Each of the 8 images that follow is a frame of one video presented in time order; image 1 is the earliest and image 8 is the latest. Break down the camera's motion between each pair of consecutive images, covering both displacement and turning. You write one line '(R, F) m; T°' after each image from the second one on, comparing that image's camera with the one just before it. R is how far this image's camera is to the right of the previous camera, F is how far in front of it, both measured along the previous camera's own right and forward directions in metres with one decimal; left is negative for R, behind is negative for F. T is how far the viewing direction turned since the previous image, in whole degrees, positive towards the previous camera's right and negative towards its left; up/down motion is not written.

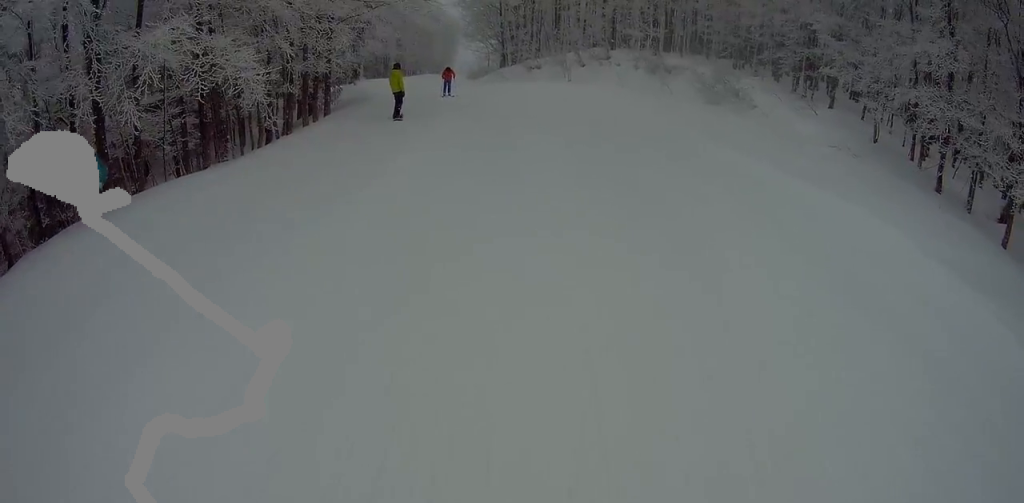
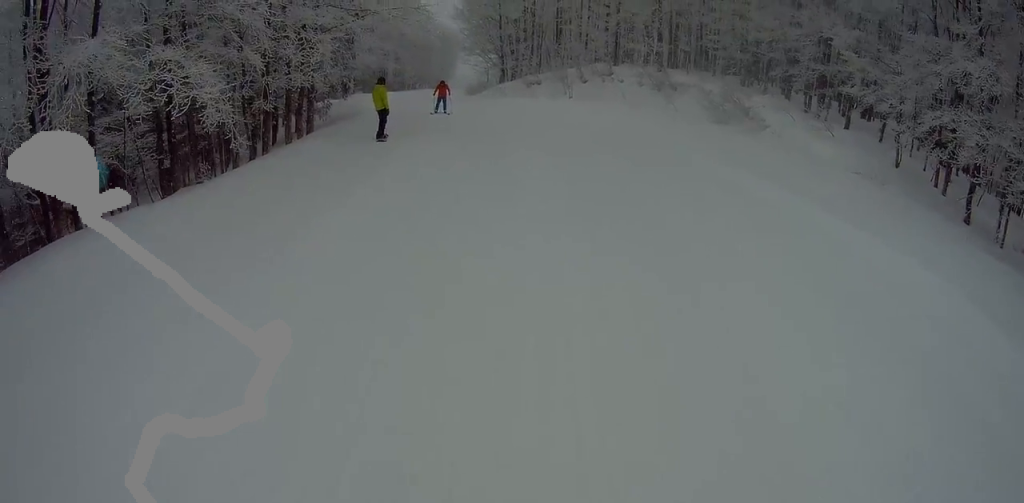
(0.0, +1.4) m; 0°
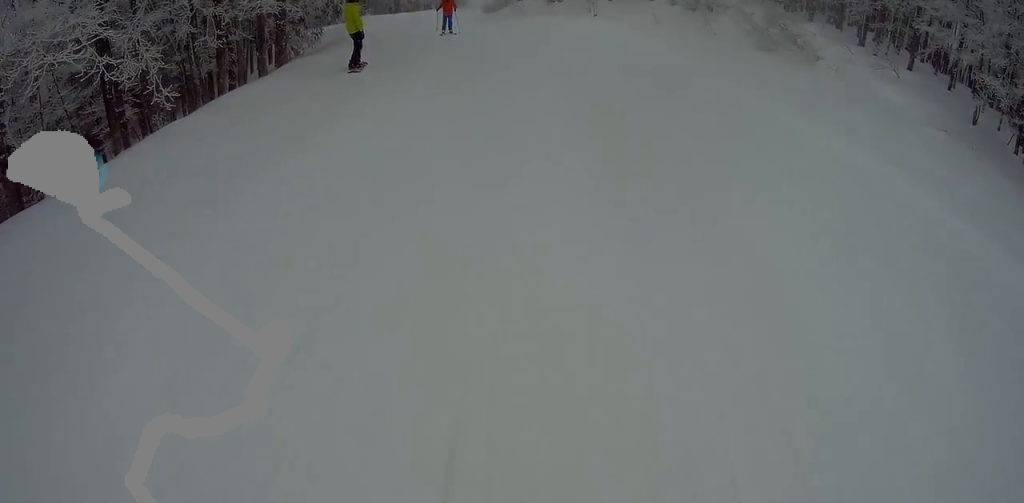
(0.0, +2.7) m; 0°
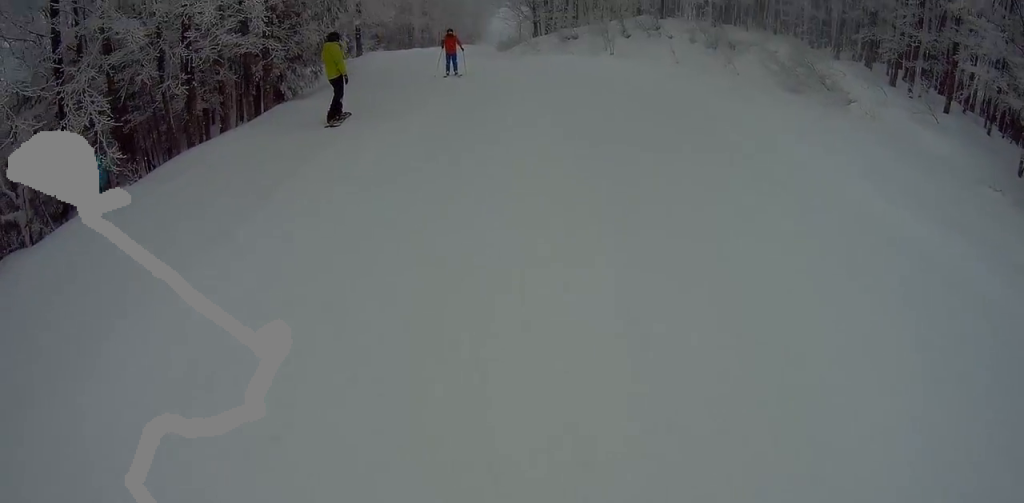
(0.0, +1.8) m; 0°
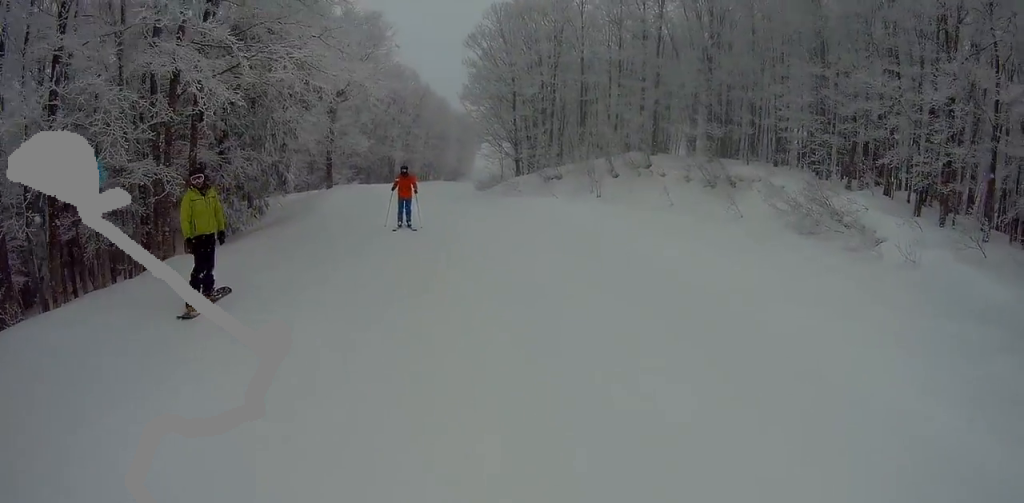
(0.0, +4.4) m; 0°
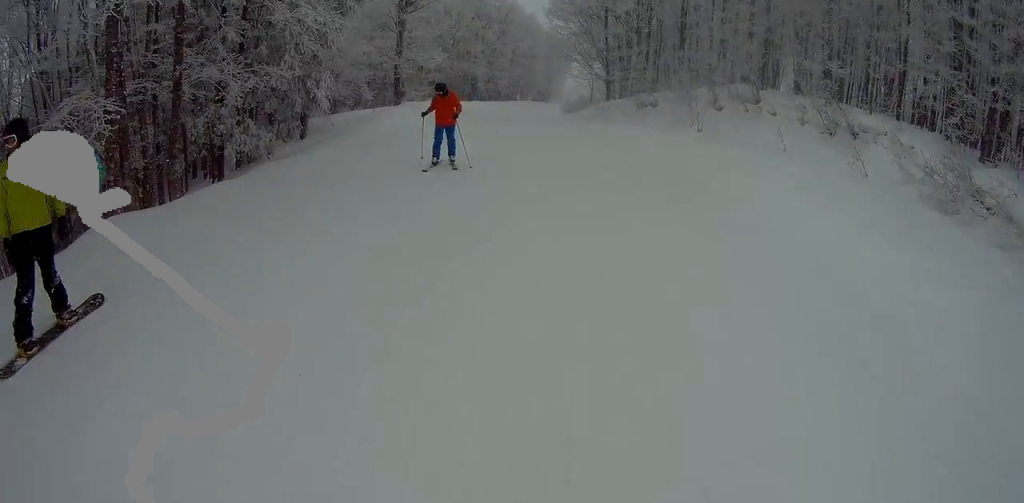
(0.0, +4.2) m; 0°
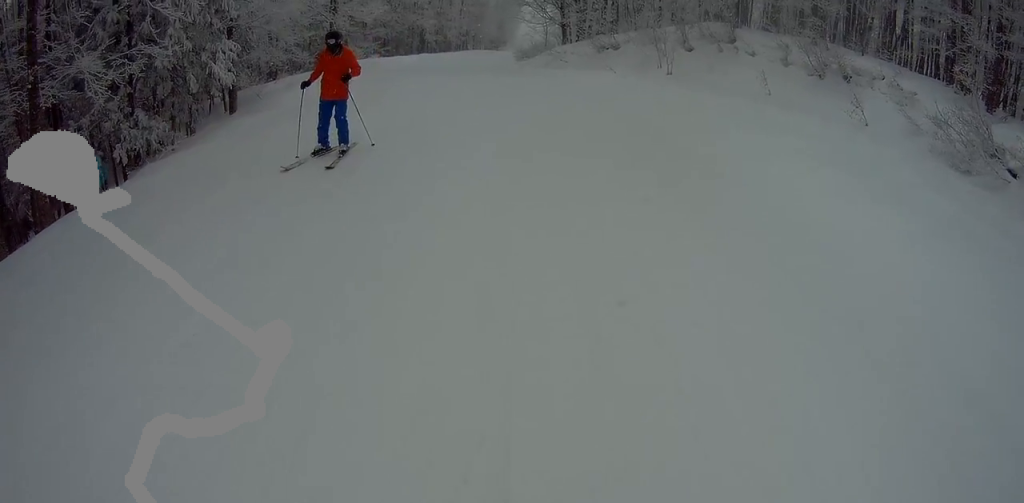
(0.0, +3.0) m; 0°
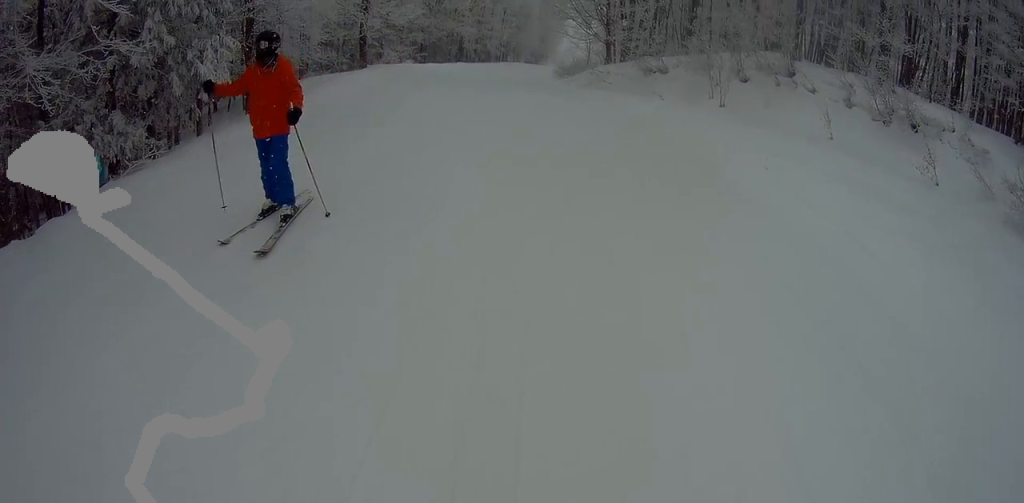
(0.0, +3.2) m; 0°
